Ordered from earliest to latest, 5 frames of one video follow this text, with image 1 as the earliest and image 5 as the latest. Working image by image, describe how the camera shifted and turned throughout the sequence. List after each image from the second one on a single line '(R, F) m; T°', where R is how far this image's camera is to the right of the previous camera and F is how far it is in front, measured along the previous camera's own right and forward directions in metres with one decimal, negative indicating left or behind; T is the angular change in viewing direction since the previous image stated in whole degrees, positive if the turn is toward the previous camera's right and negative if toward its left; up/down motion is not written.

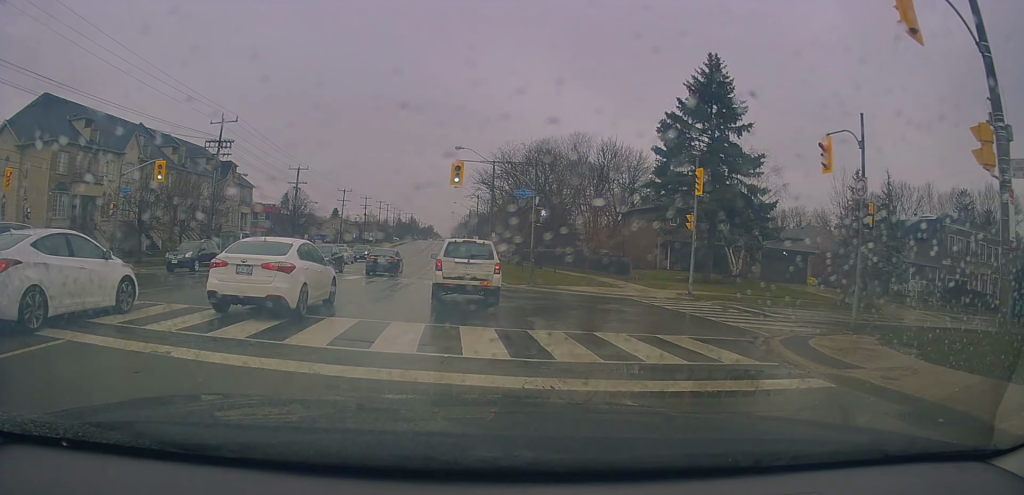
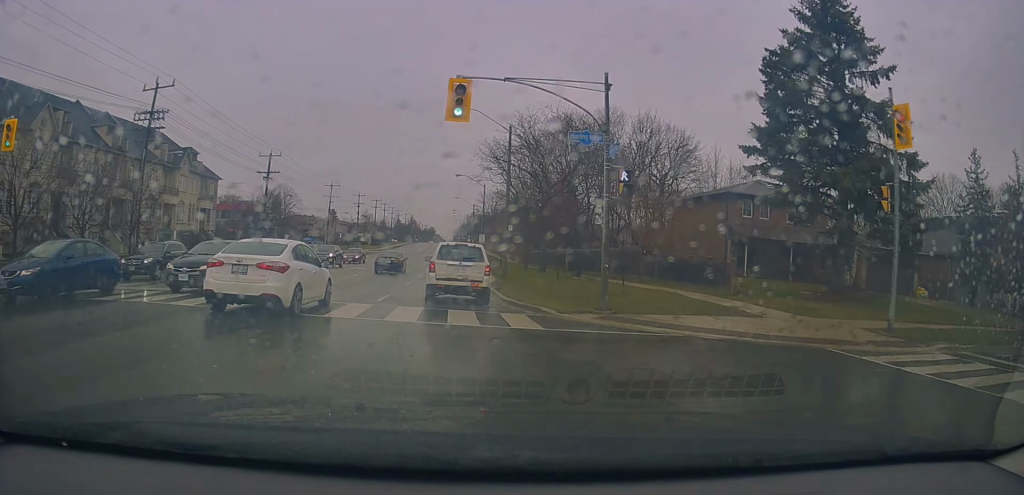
(0.0, +13.8) m; -1°
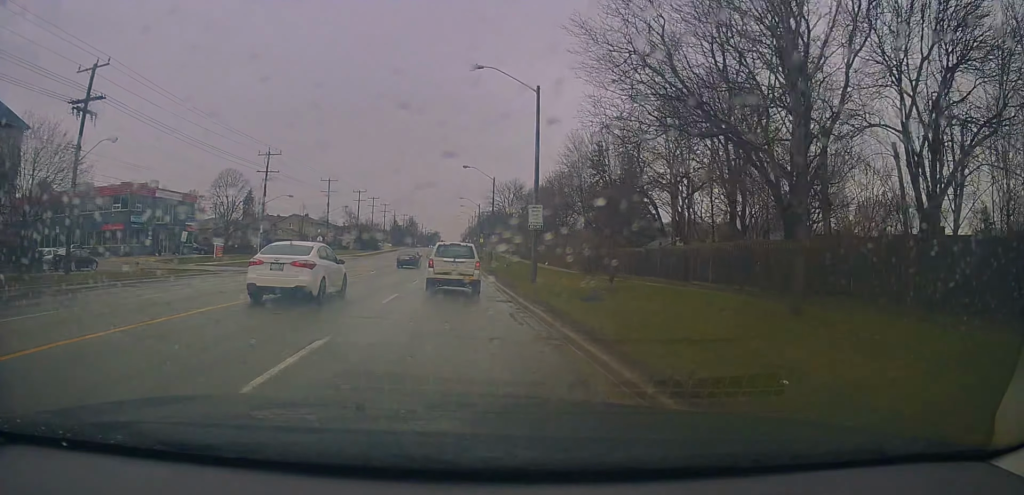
(-0.8, +32.9) m; 0°
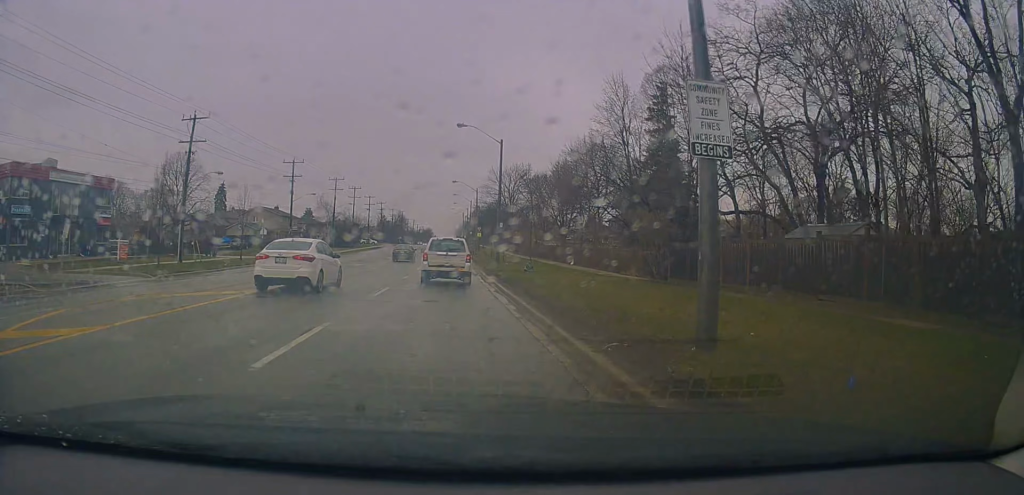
(+0.3, +16.9) m; 0°
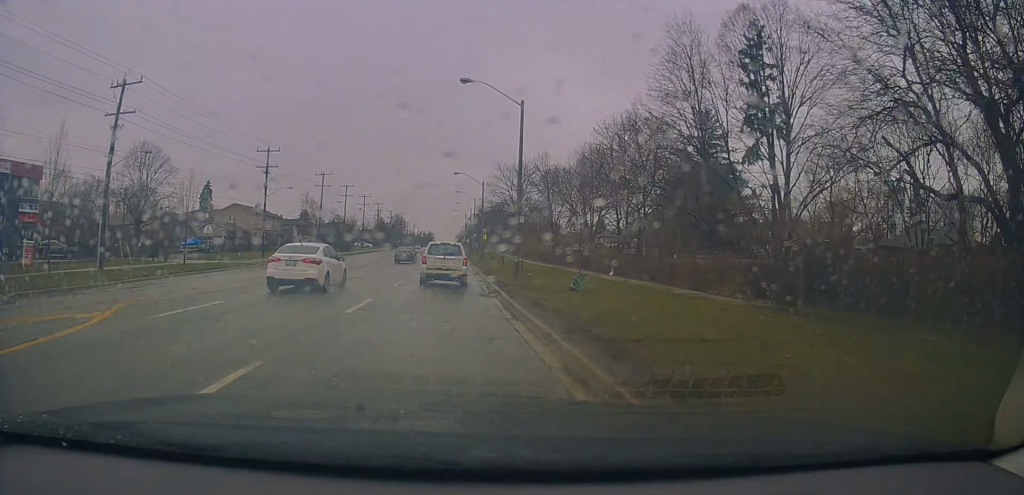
(-0.4, +11.3) m; -2°
